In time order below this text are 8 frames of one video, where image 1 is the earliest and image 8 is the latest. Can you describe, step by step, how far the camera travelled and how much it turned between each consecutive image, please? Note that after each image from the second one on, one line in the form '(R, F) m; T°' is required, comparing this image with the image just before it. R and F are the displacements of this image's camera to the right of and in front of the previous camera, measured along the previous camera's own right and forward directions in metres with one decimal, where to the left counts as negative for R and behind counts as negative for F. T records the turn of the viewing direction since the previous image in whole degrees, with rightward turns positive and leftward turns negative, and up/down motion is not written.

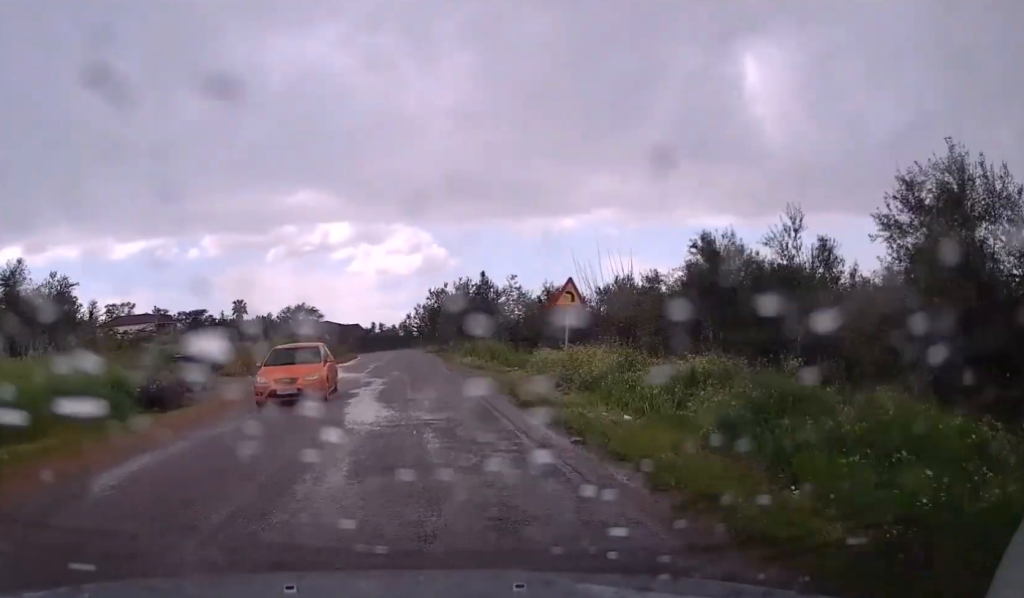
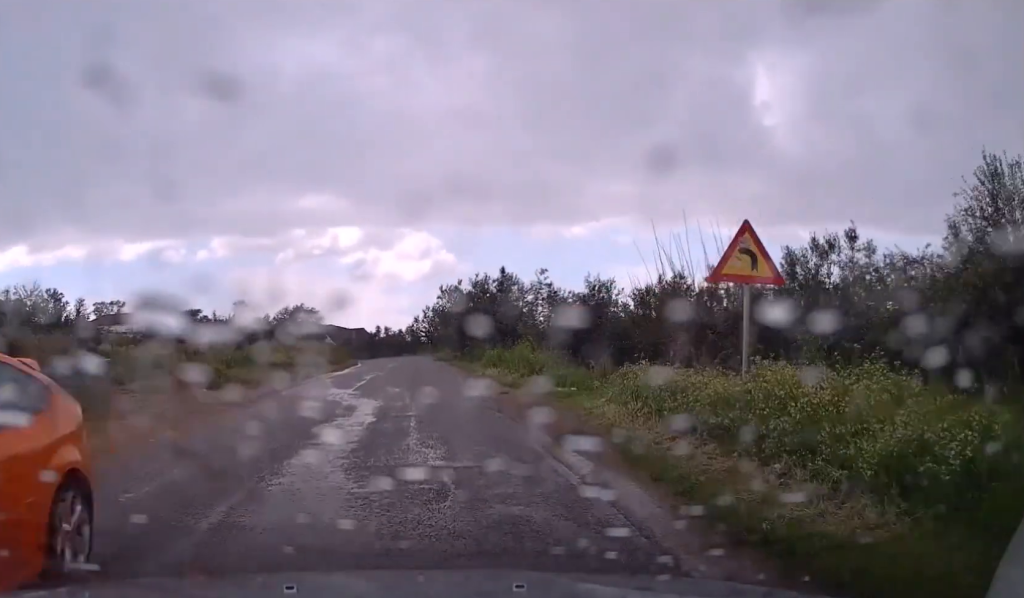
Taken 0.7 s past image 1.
(-0.1, +9.5) m; 0°
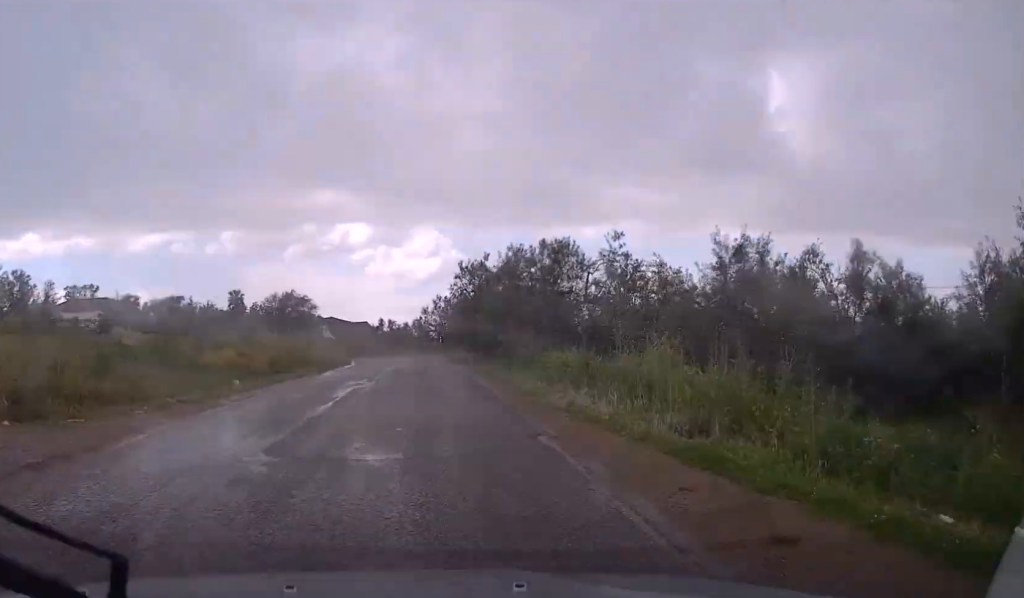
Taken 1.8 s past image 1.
(0.0, +15.5) m; 0°
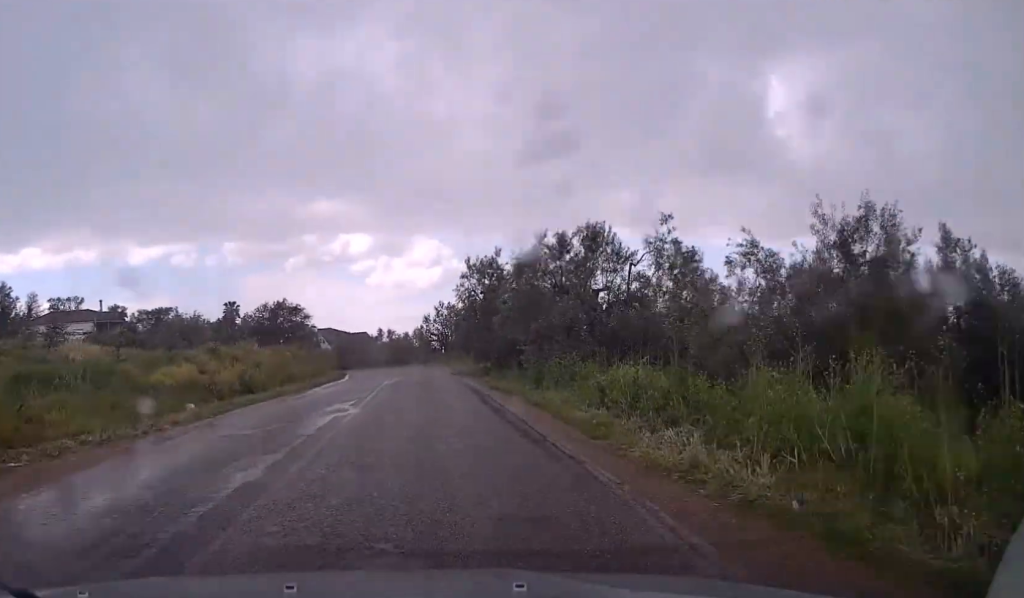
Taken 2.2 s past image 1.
(0.0, +6.4) m; 0°
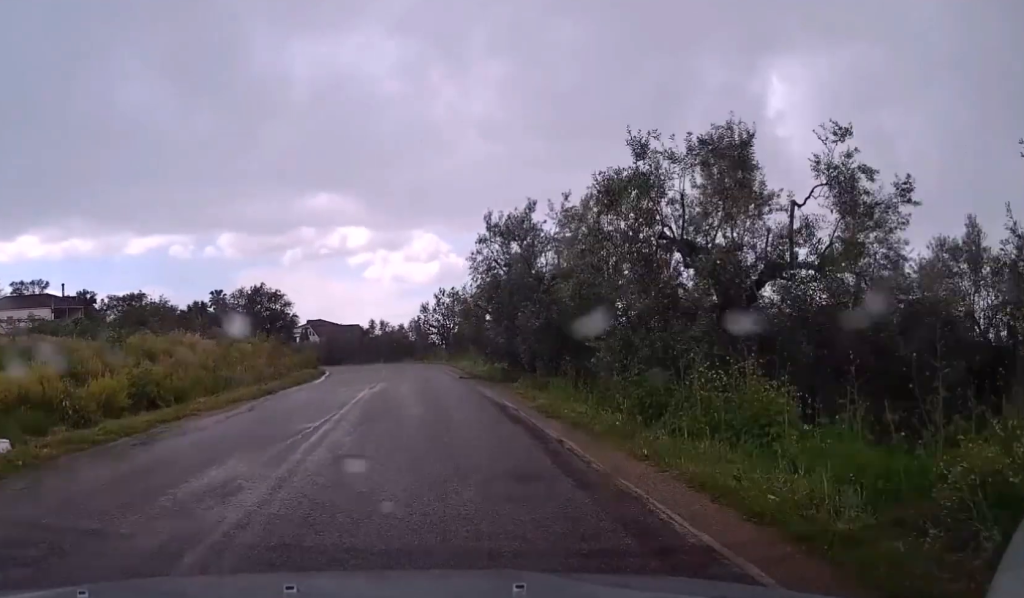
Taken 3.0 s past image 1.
(0.0, +10.2) m; -1°
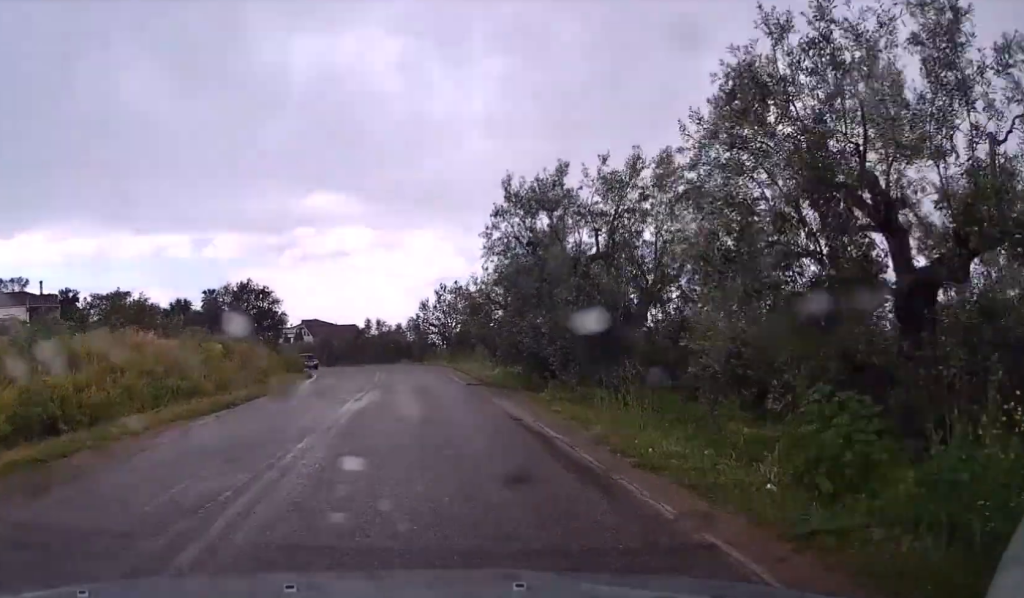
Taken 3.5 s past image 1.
(-0.1, +6.5) m; -1°
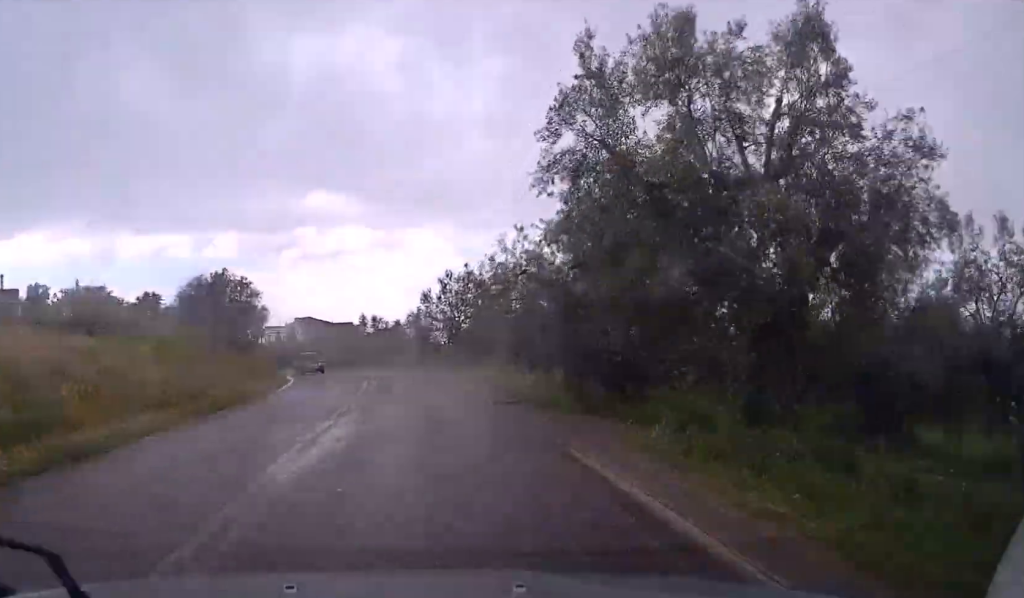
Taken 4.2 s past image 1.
(-0.1, +9.5) m; -1°
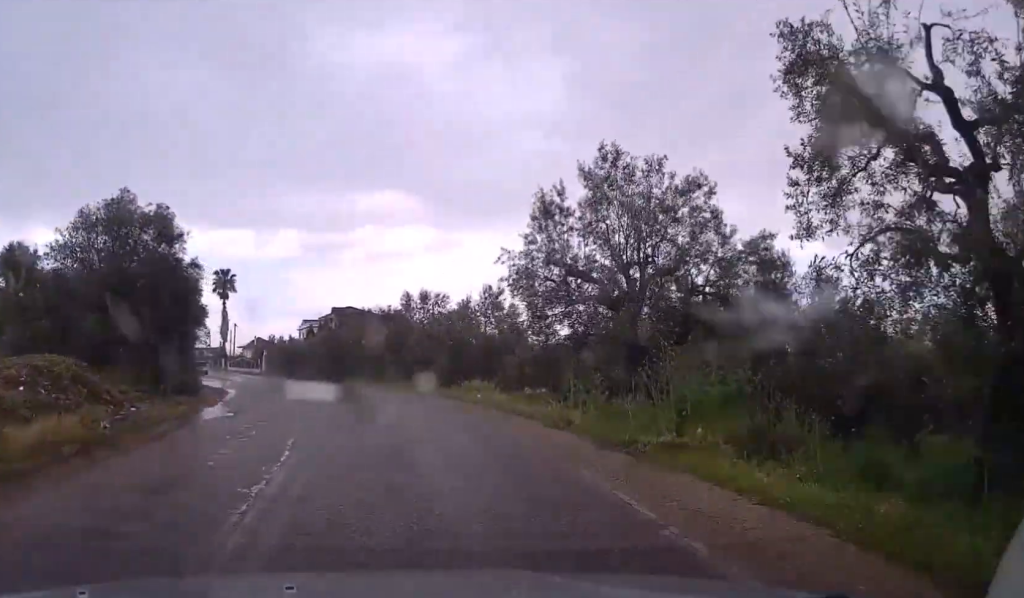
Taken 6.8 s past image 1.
(-0.1, +31.2) m; -3°
